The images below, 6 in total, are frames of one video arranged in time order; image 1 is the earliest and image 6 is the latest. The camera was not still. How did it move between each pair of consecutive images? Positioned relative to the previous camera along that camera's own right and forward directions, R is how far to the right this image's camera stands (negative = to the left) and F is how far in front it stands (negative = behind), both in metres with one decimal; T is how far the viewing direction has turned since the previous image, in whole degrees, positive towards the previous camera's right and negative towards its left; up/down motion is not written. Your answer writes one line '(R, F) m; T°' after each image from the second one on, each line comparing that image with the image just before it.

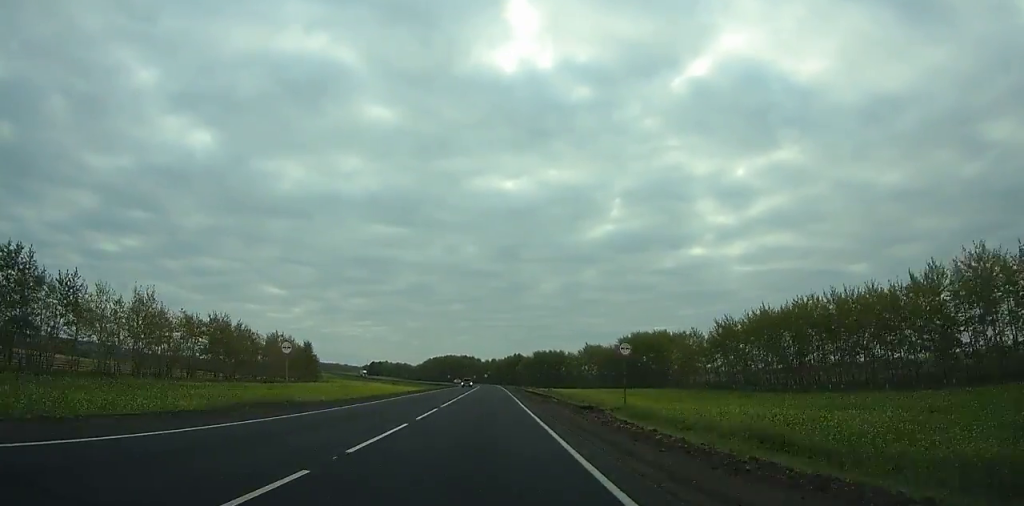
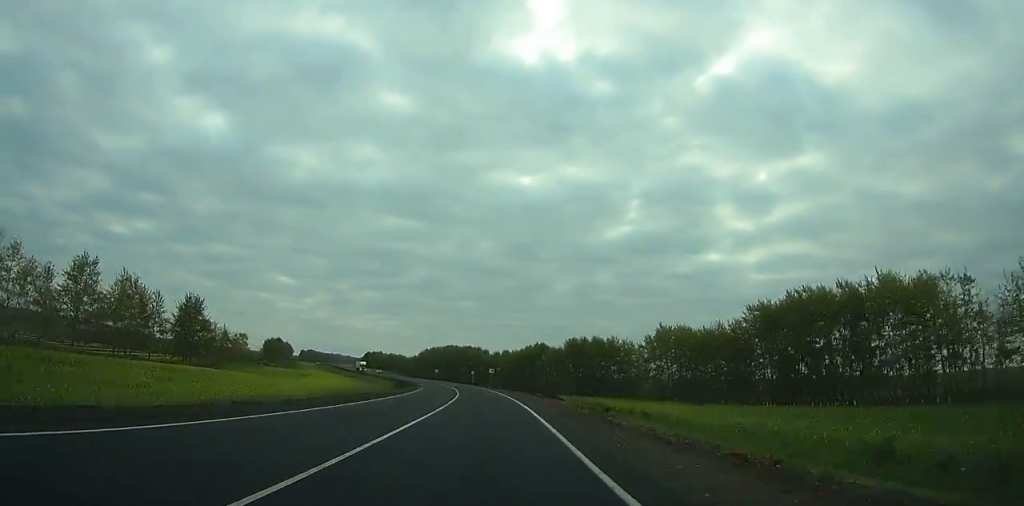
(-0.2, +80.5) m; -1°
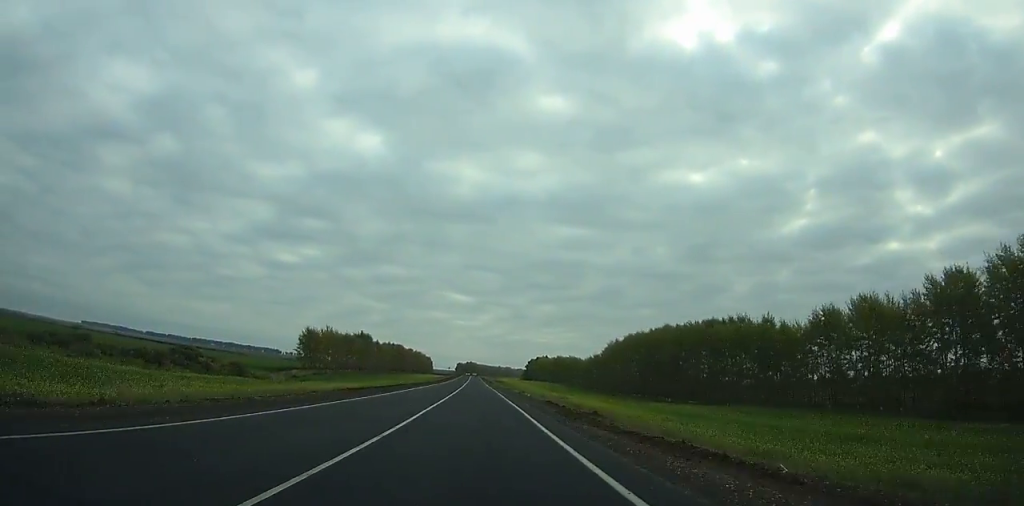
(-14.1, +150.1) m; -13°
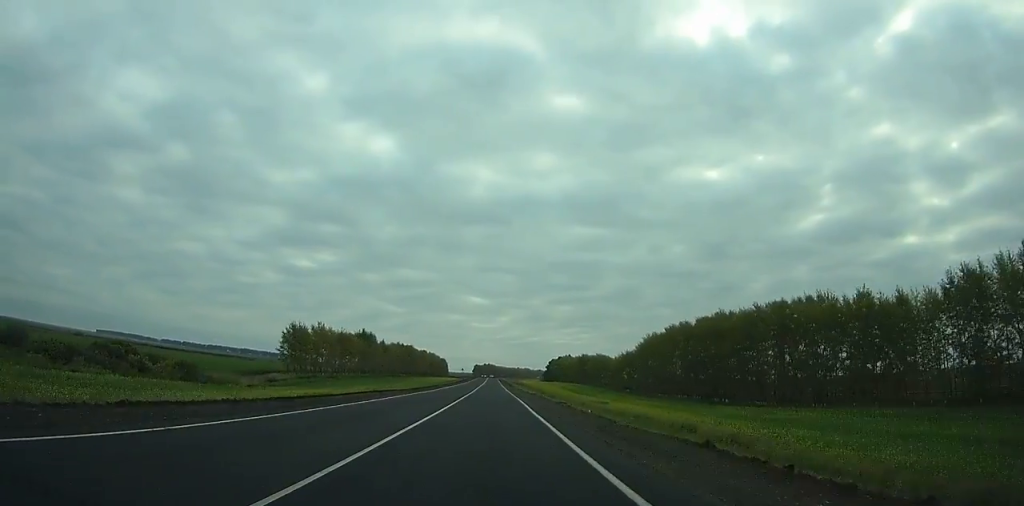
(-0.2, +25.7) m; -2°
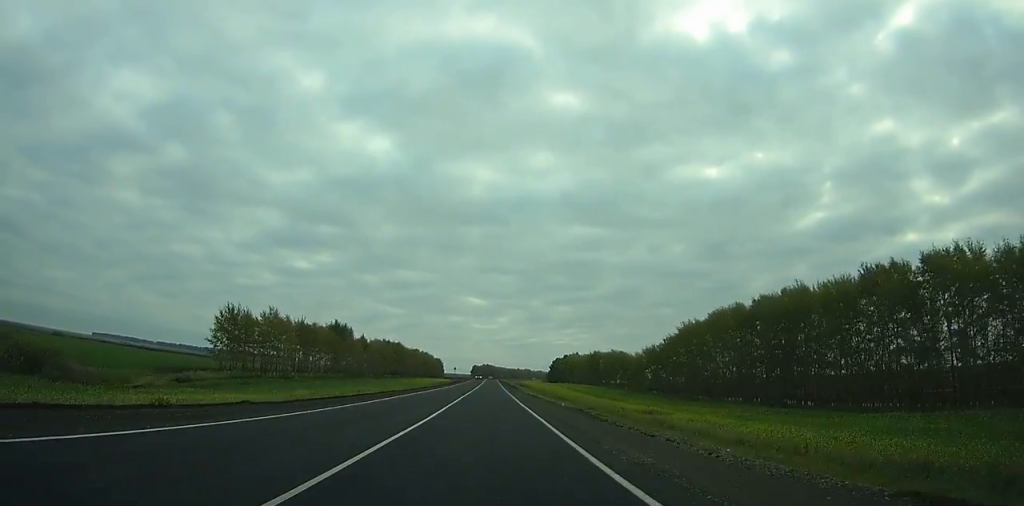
(-1.4, +32.5) m; -2°
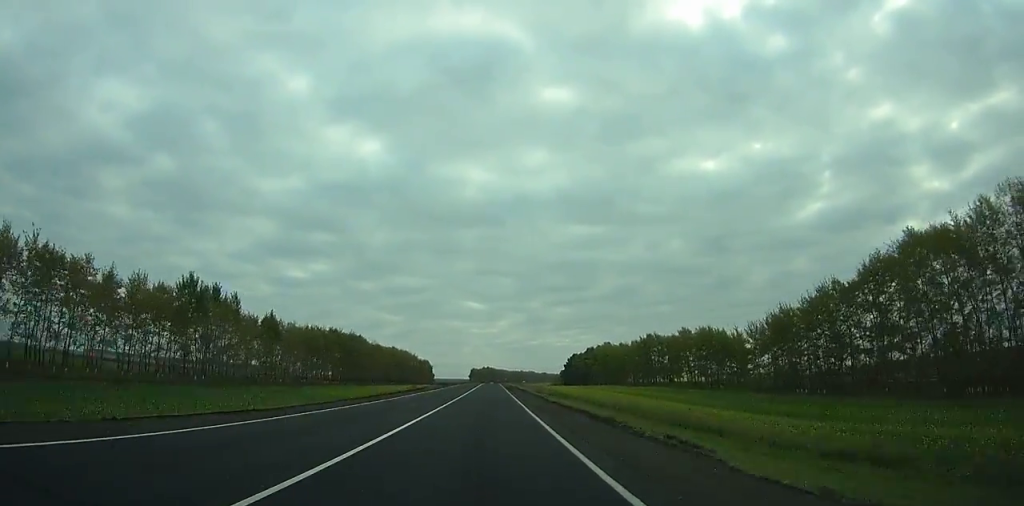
(-2.1, +76.8) m; -2°
